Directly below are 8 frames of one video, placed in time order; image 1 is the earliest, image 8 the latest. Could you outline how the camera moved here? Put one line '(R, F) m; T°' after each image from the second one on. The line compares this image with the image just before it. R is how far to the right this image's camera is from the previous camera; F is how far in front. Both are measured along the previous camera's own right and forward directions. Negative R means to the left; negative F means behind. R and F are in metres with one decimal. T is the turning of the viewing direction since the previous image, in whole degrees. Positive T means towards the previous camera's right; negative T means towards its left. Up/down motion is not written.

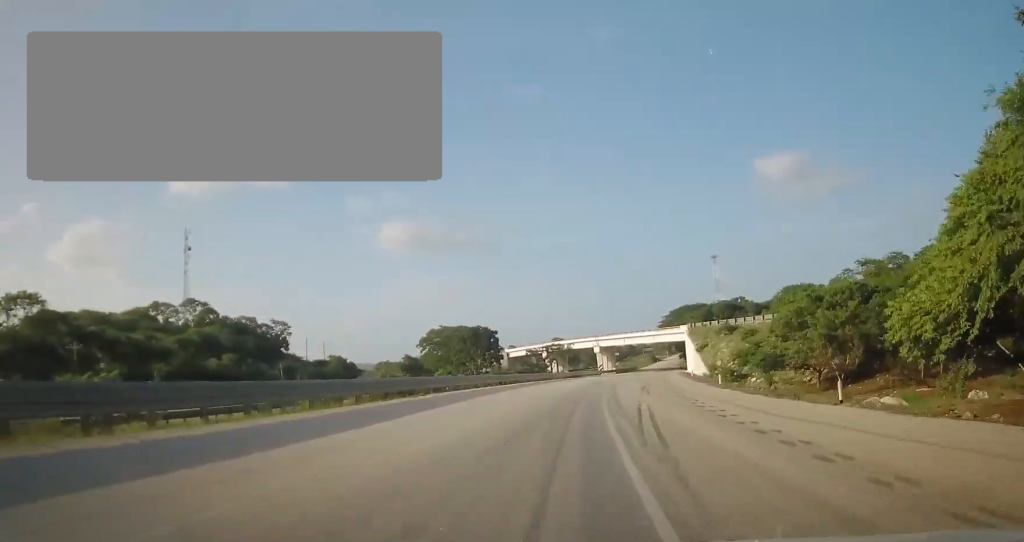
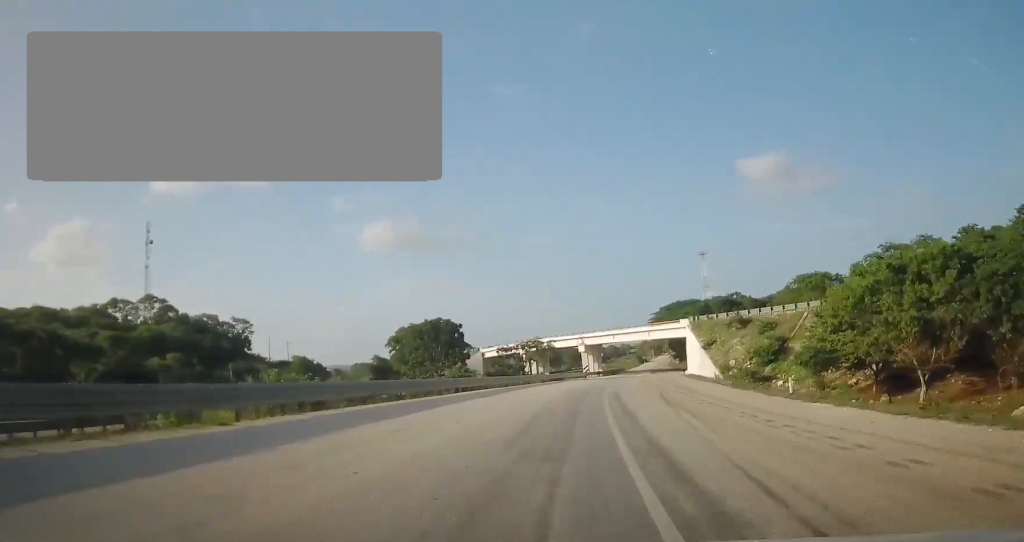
(+0.3, +15.5) m; +2°
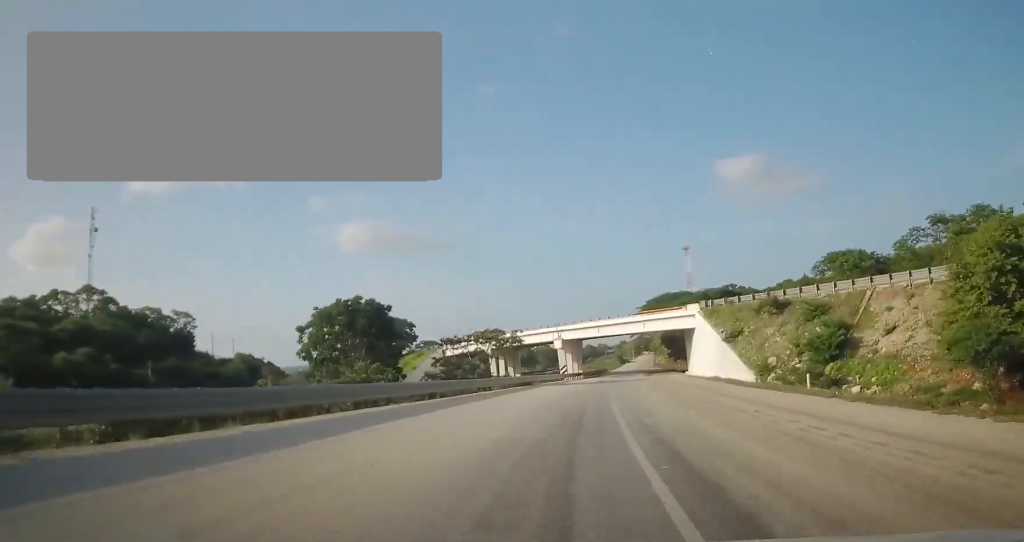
(-0.1, +21.0) m; +2°
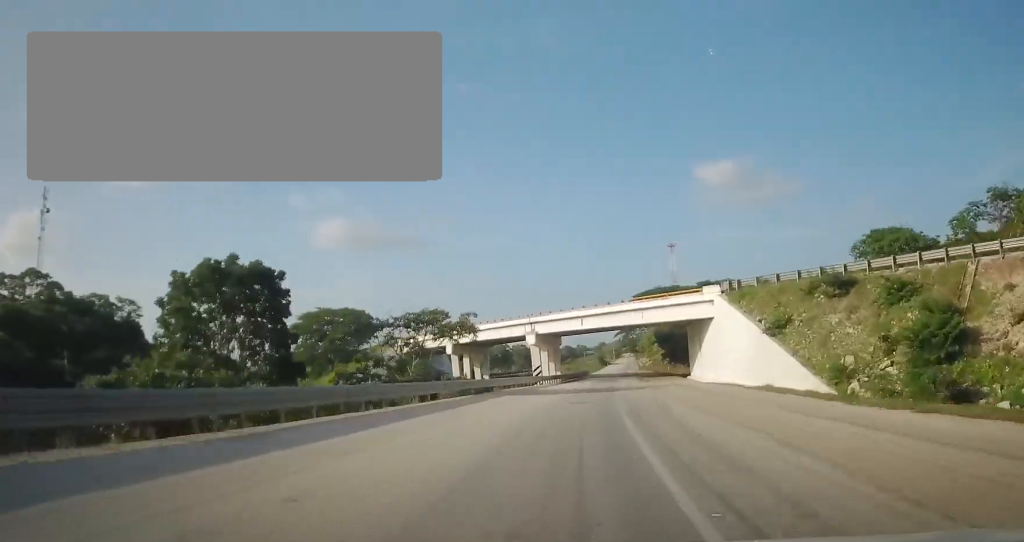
(+0.7, +17.4) m; +2°
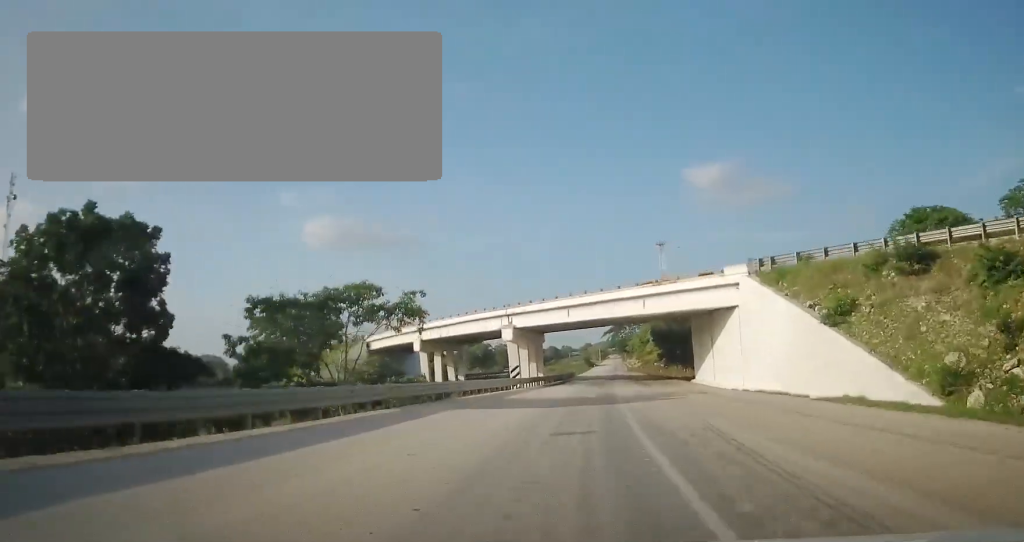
(+0.2, +11.3) m; +1°
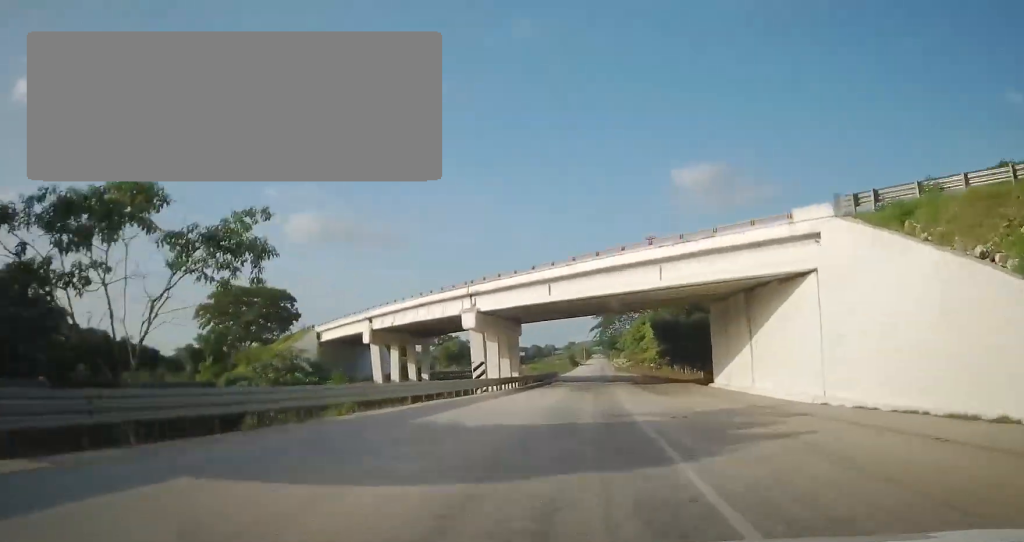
(0.0, +15.0) m; 0°
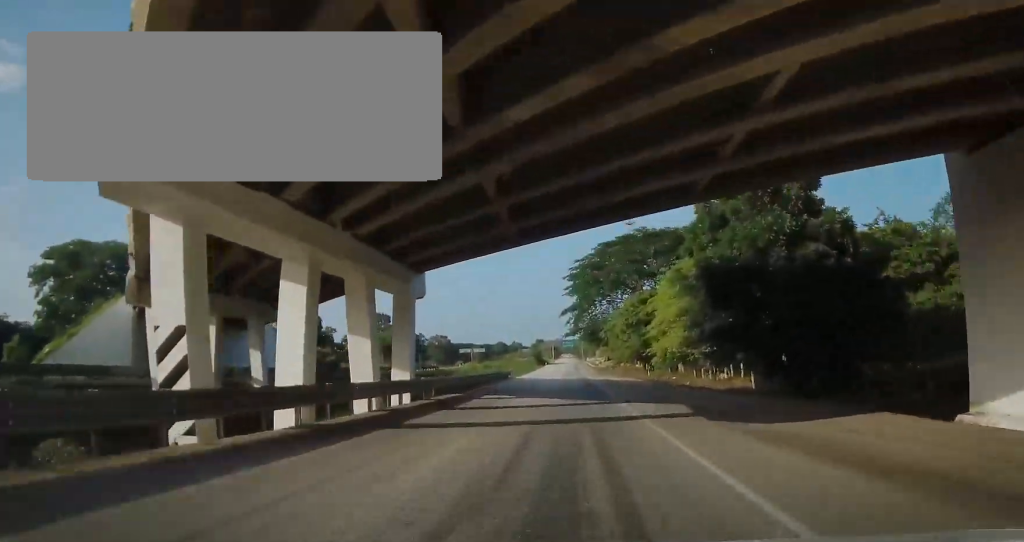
(+0.5, +35.9) m; +1°
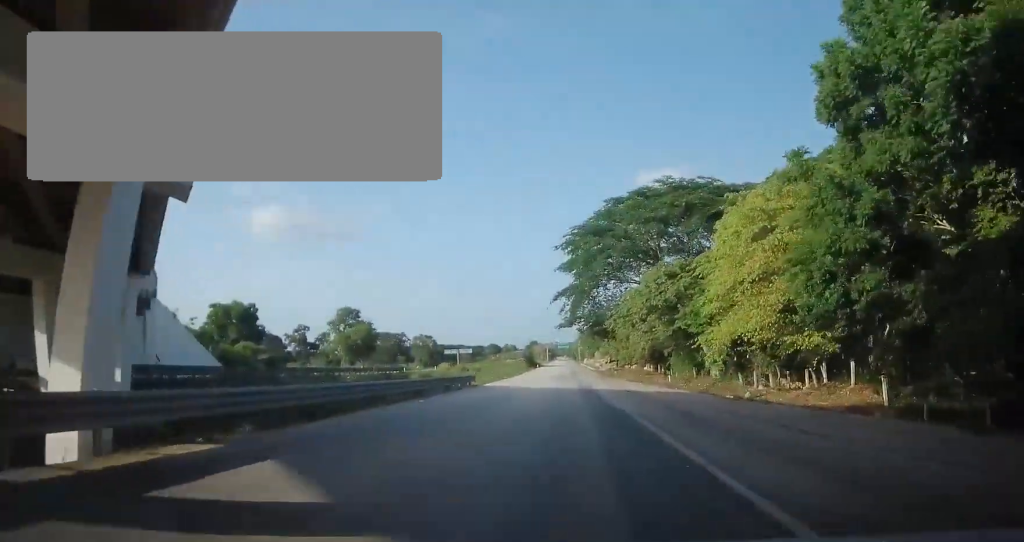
(0.0, +22.4) m; +1°
